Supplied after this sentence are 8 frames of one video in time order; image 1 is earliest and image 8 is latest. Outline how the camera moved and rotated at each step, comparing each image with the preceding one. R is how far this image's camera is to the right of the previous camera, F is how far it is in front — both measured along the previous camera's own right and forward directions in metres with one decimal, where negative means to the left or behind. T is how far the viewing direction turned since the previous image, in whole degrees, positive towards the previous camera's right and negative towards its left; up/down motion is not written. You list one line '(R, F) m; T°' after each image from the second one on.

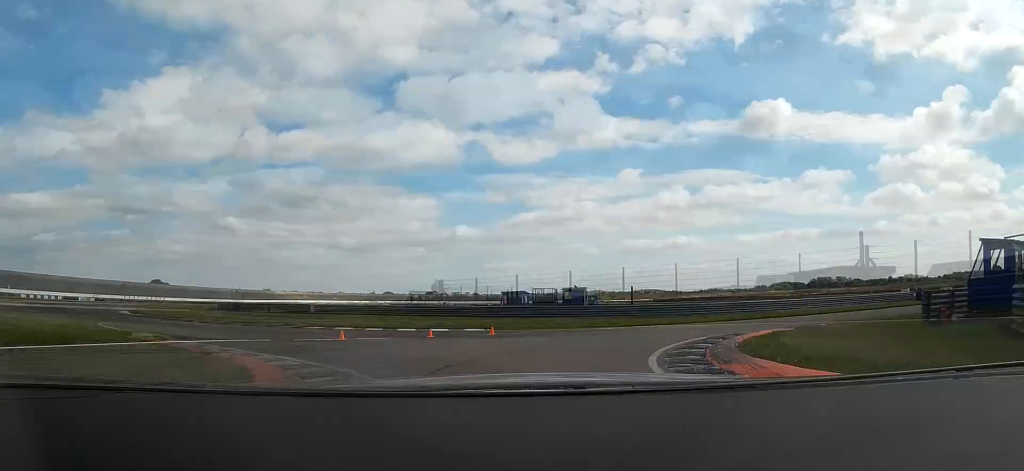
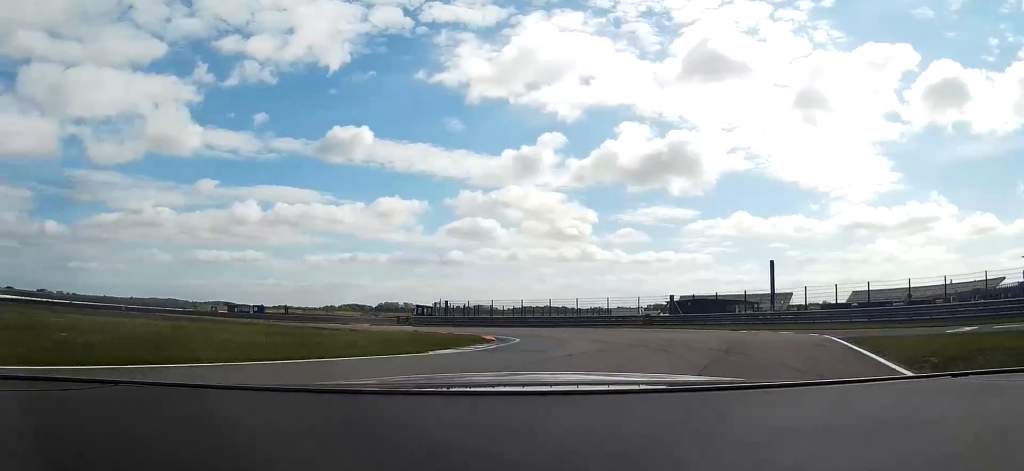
(+0.8, +32.3) m; +9°
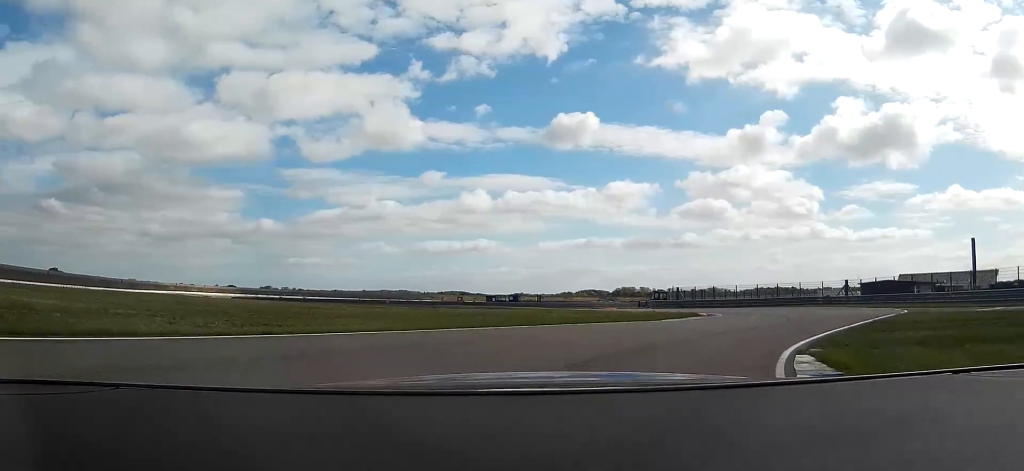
(+0.9, +17.5) m; -5°
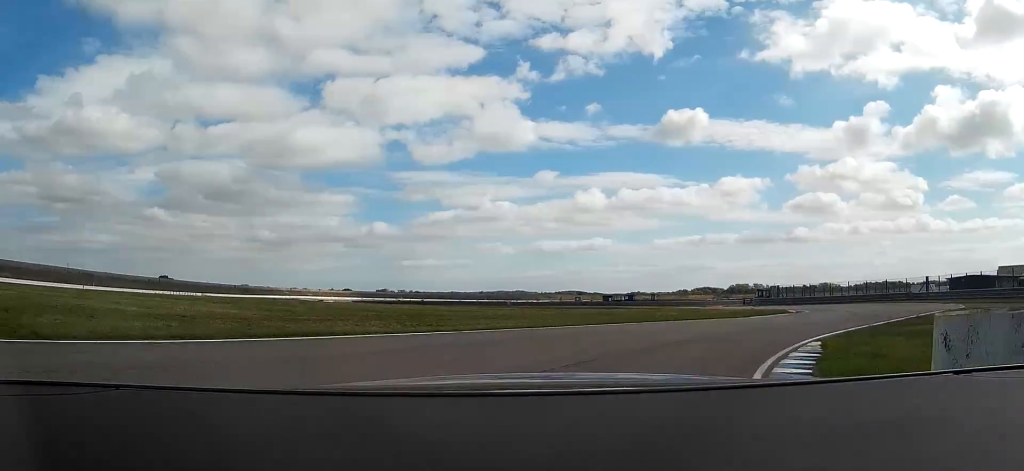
(0.0, +6.8) m; -6°
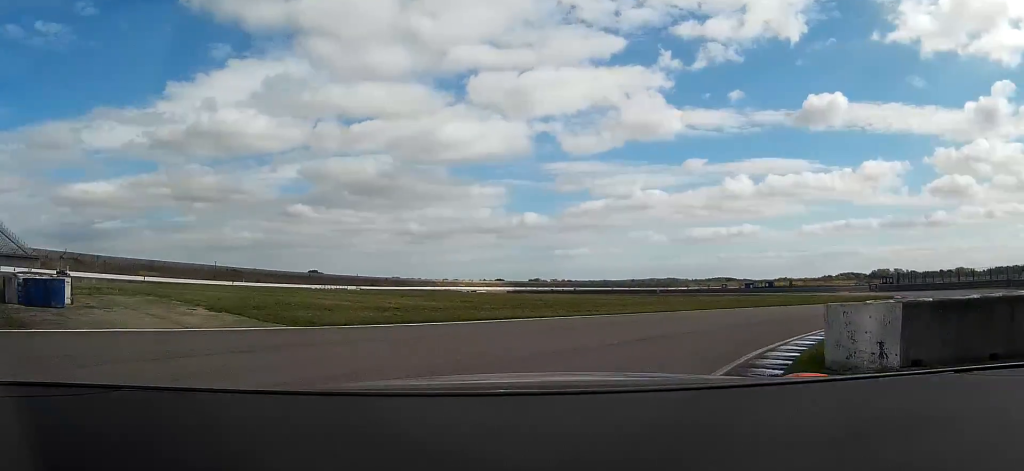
(-1.0, +7.6) m; -12°
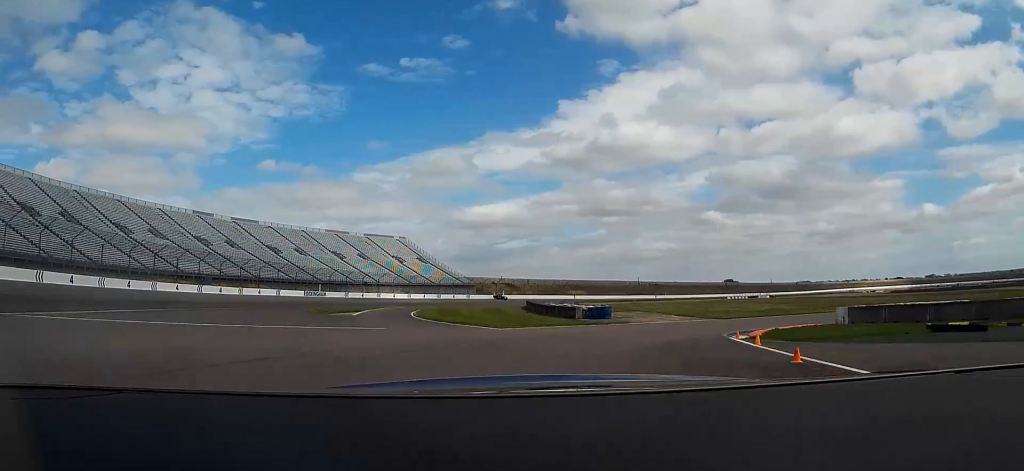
(-12.9, +28.4) m; -46°
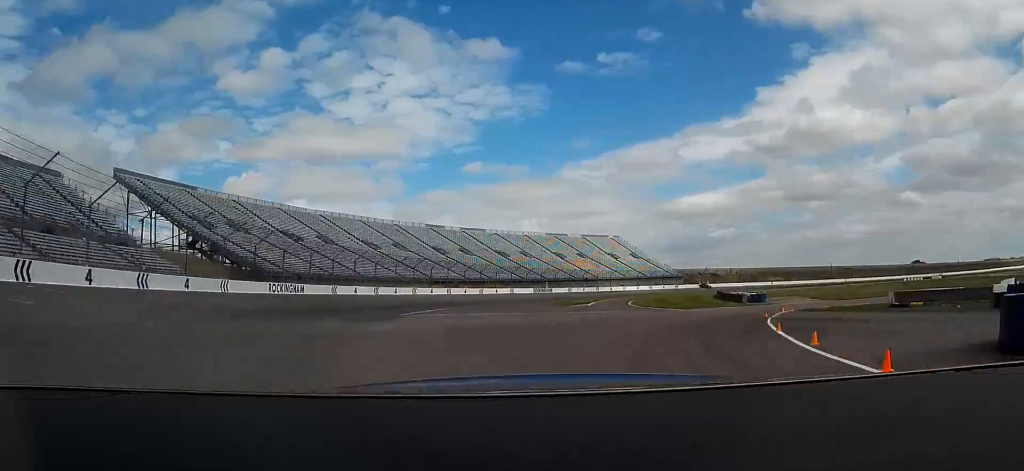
(-5.2, +23.0) m; -23°
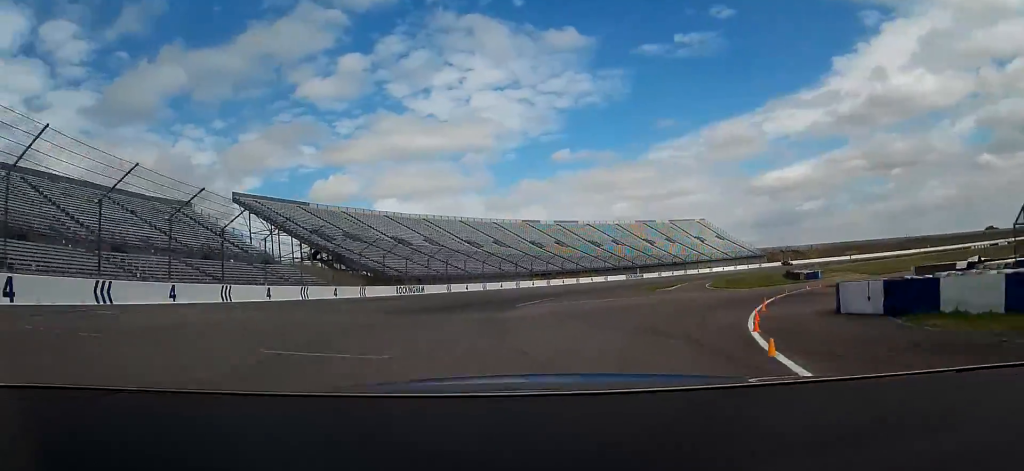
(-0.5, +12.6) m; -10°
